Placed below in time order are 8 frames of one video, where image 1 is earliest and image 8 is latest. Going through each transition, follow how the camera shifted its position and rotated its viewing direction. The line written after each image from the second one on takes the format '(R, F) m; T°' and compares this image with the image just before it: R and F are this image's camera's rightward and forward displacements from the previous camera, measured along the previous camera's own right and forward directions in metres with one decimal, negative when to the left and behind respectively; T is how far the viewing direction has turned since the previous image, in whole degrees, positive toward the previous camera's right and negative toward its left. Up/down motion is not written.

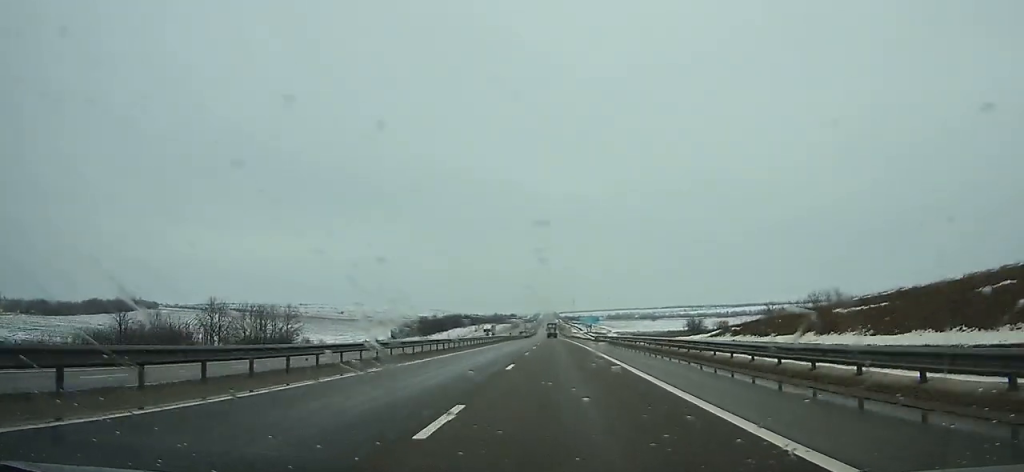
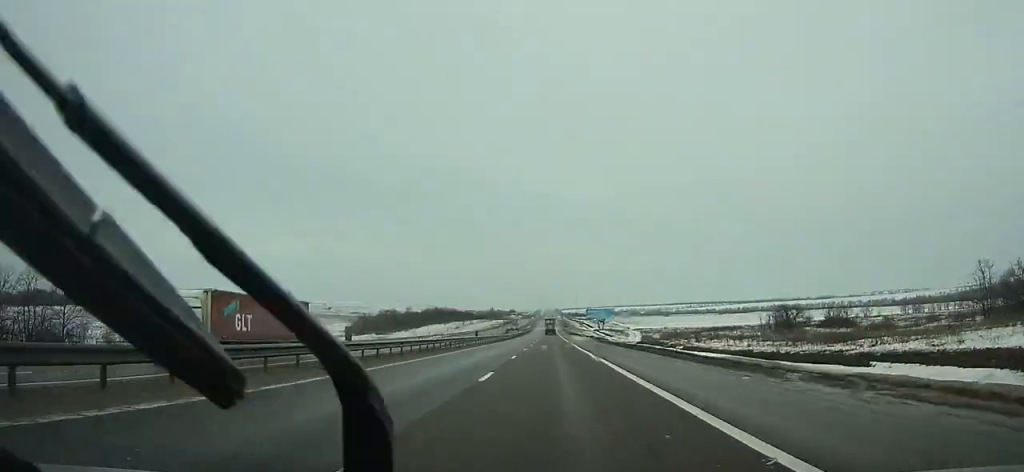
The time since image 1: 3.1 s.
(0.0, +77.0) m; 0°
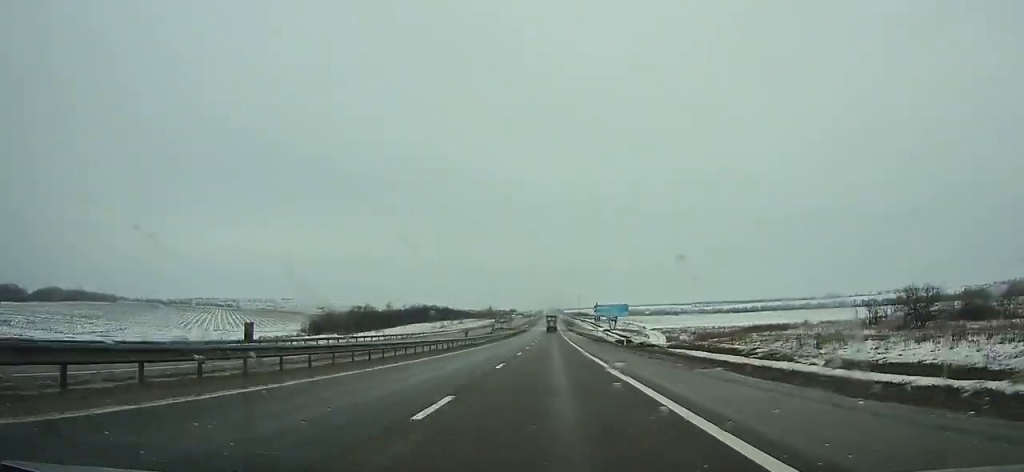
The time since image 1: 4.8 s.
(-0.2, +41.8) m; 0°
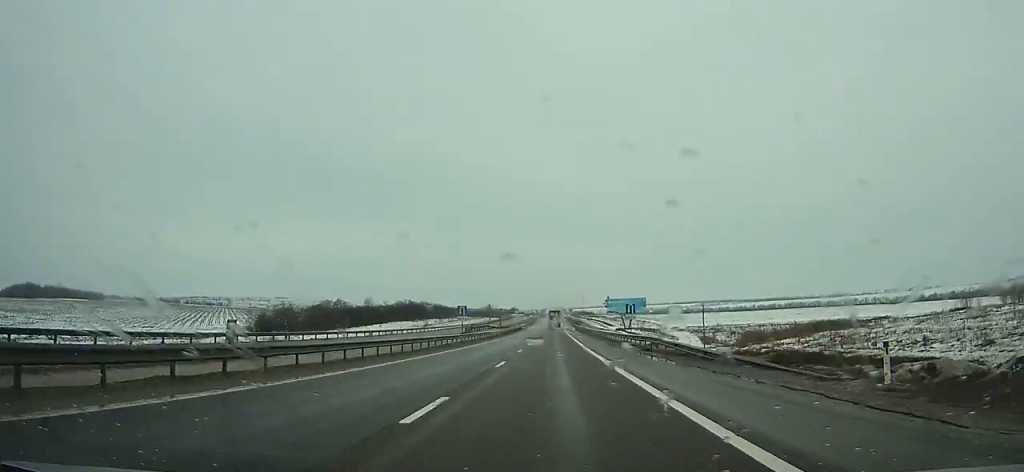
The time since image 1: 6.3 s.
(0.0, +36.8) m; 0°
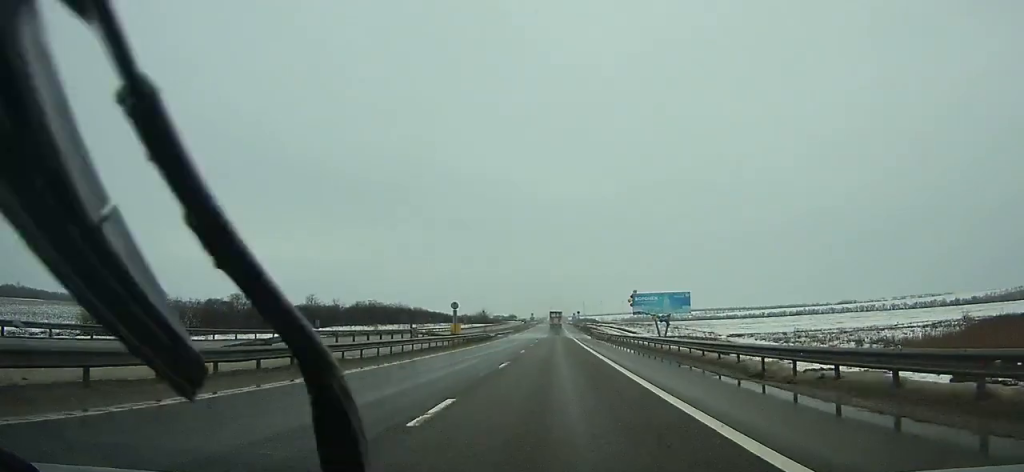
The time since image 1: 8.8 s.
(-0.1, +60.9) m; 0°
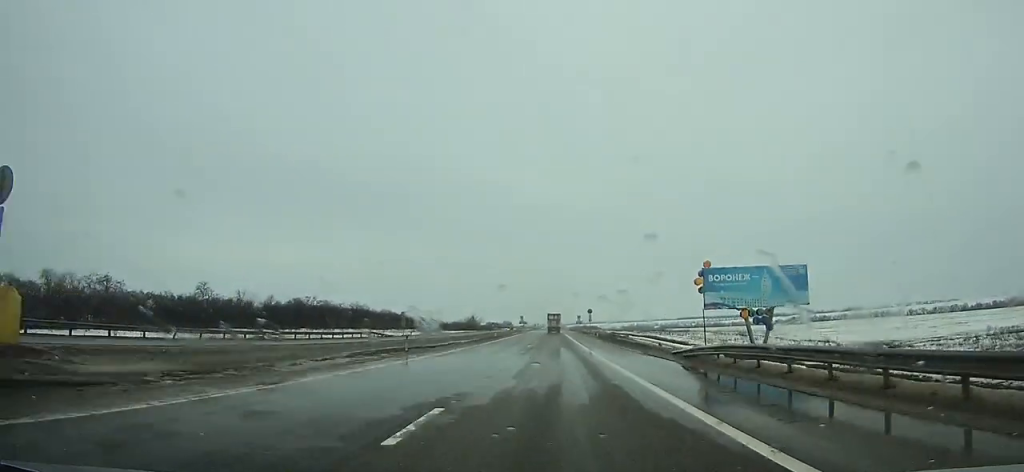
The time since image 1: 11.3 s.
(+0.1, +60.4) m; 0°
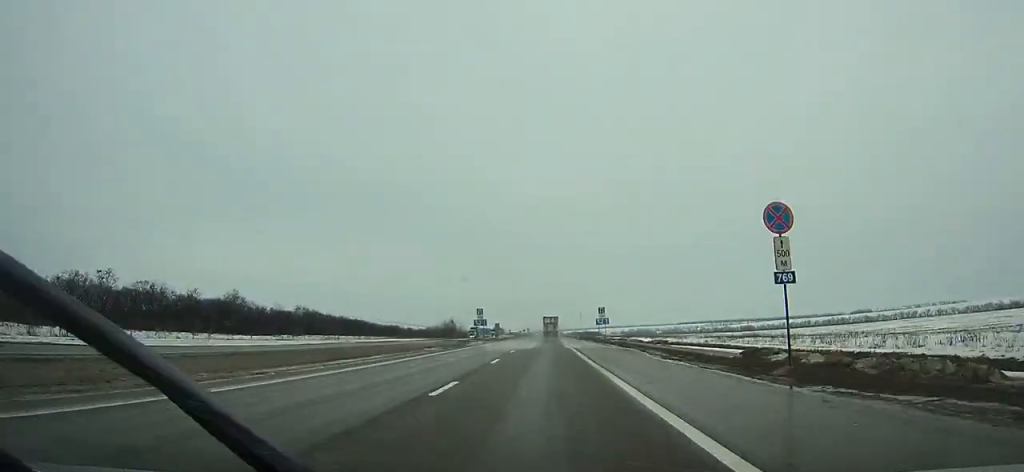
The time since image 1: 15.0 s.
(+0.2, +88.7) m; 0°
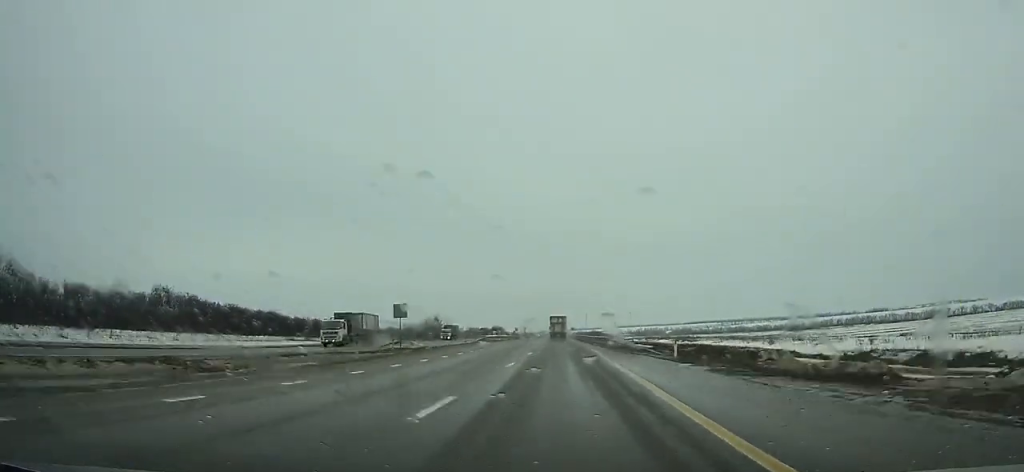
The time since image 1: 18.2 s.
(-0.2, +76.7) m; 0°
